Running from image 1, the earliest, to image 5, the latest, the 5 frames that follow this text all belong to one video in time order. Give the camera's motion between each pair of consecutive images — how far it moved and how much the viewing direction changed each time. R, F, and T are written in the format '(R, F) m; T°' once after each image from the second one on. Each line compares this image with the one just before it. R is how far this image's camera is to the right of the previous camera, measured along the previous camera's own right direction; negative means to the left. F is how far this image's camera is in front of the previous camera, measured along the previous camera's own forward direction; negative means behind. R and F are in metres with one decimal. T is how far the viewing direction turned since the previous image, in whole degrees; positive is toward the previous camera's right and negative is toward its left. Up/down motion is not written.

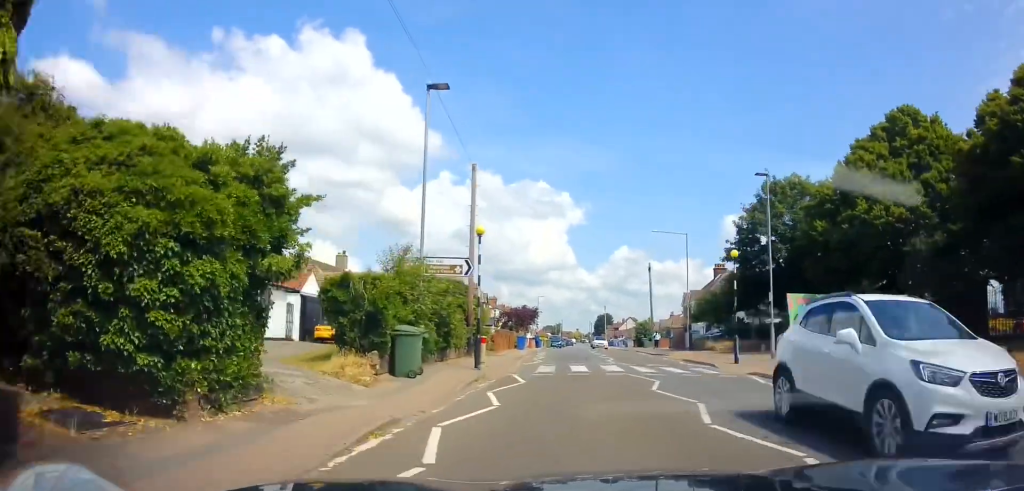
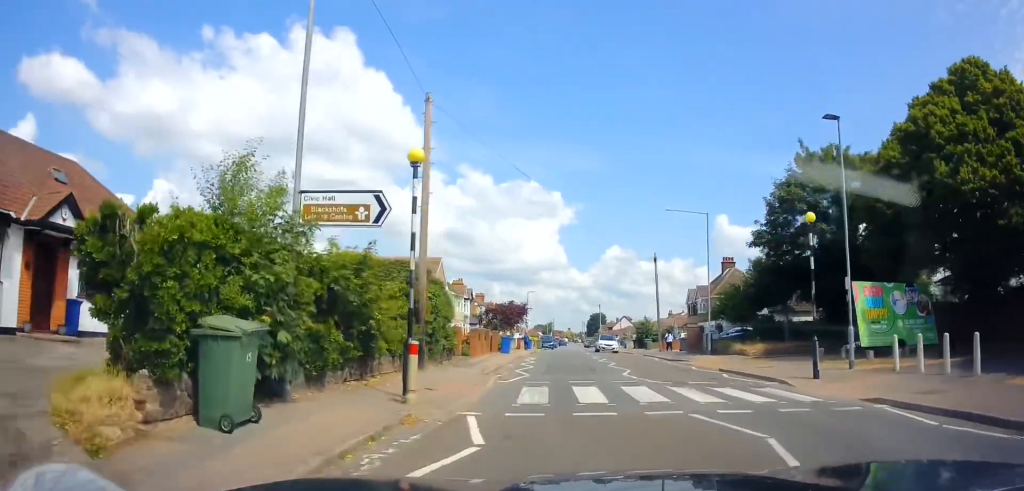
(+0.2, +7.2) m; +2°
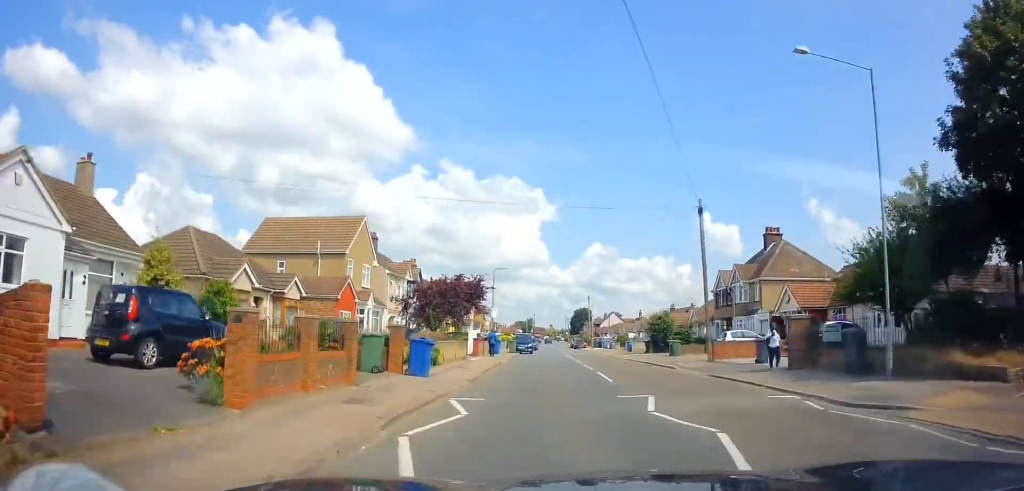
(0.0, +19.4) m; +1°
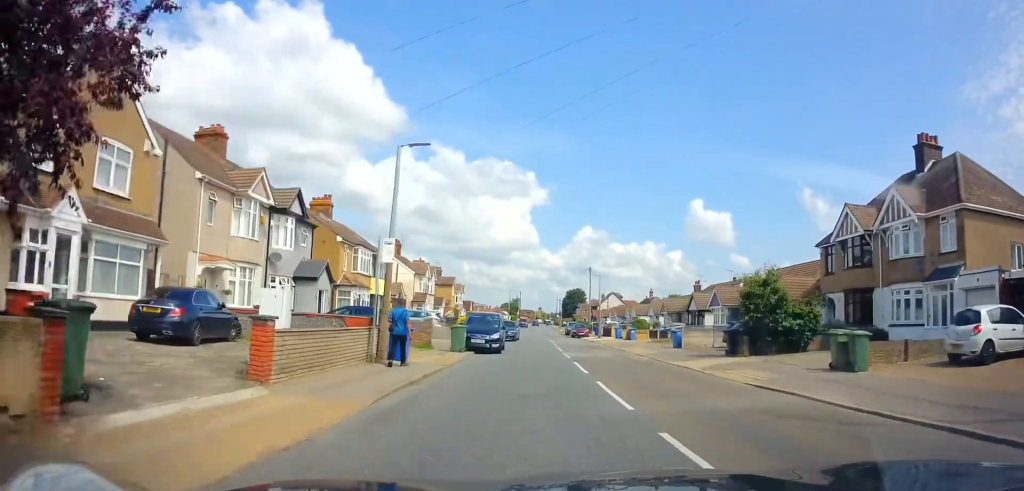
(0.0, +24.2) m; +1°
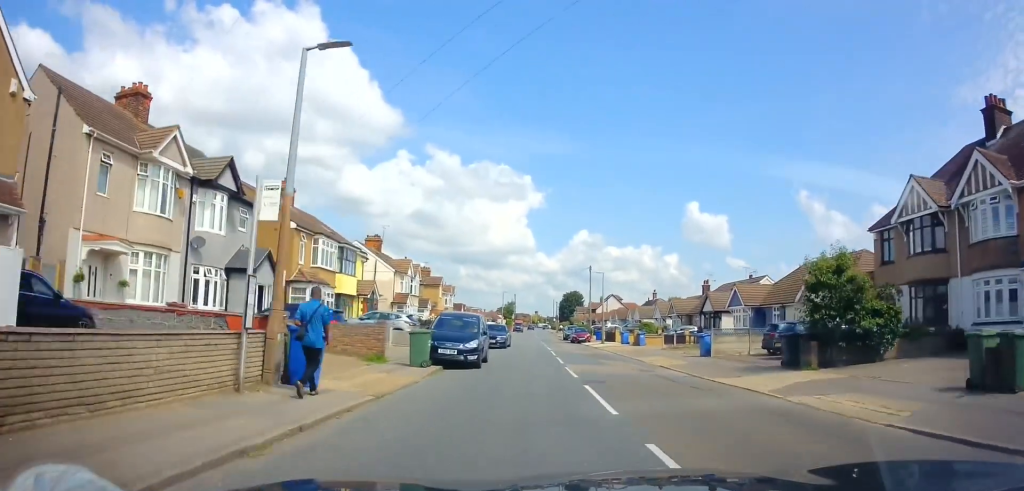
(0.0, +5.8) m; +1°
